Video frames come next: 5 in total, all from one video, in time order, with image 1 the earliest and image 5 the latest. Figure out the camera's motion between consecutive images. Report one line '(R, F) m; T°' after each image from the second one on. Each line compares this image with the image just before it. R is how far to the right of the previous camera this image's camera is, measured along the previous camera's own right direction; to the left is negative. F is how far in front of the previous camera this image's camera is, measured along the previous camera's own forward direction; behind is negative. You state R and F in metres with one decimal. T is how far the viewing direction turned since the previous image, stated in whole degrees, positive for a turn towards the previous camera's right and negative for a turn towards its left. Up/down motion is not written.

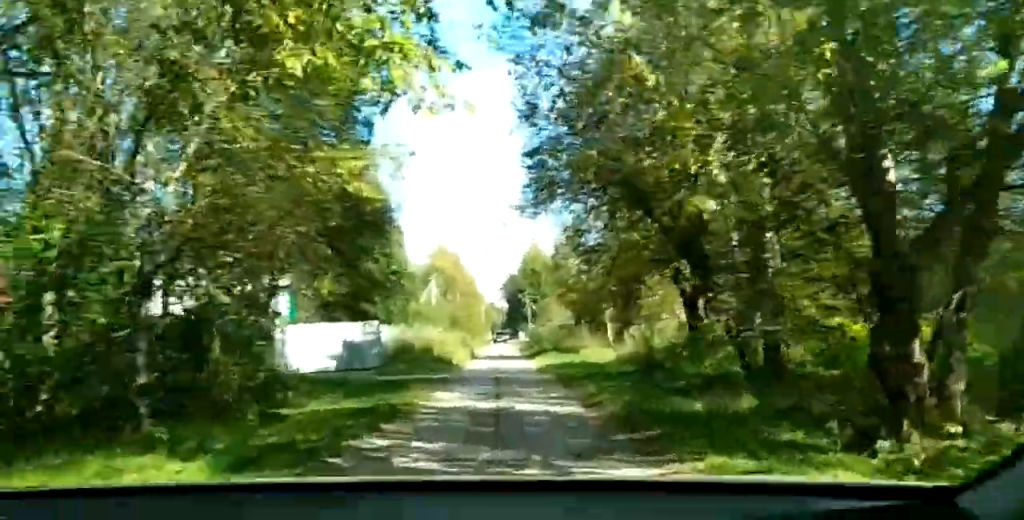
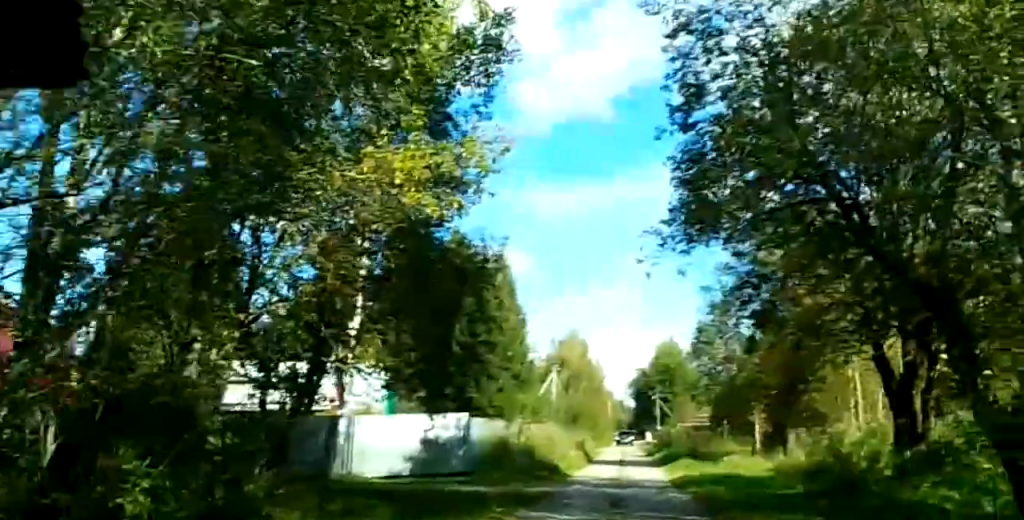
(0.0, +9.2) m; +1°
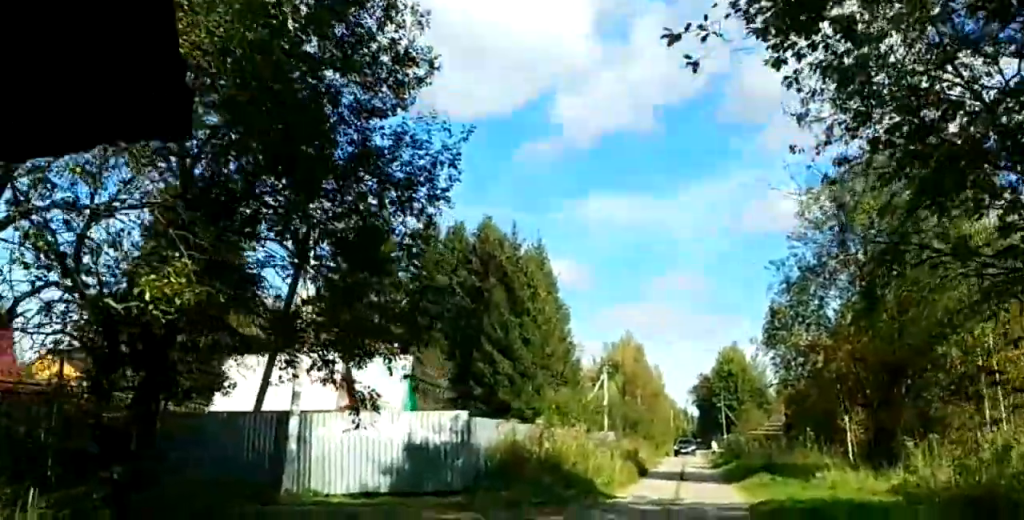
(+0.3, +9.2) m; +3°
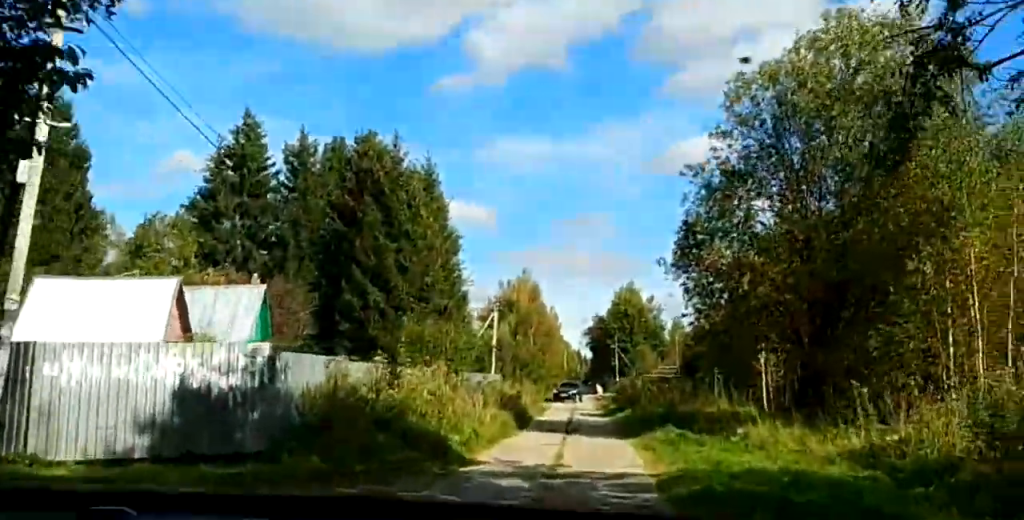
(+0.1, +6.7) m; +2°
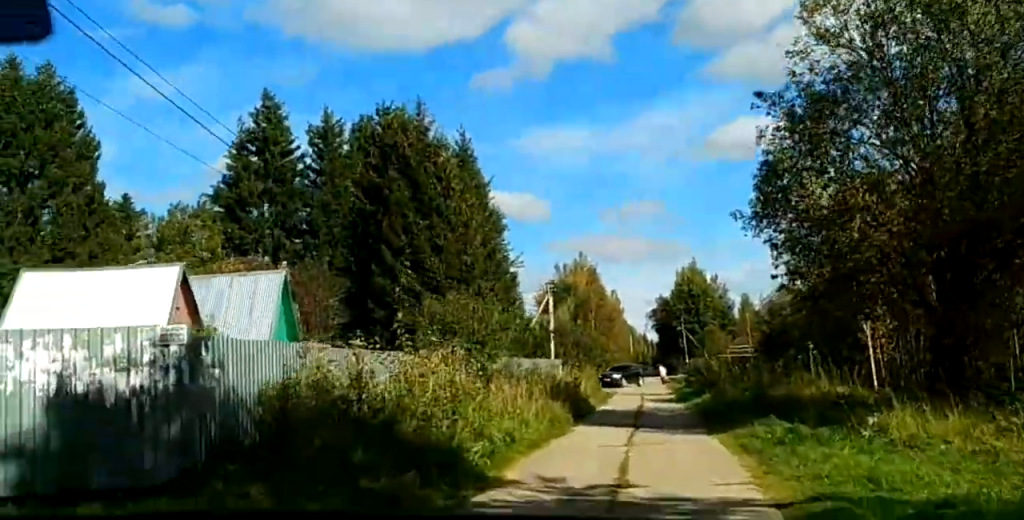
(+0.1, +5.8) m; +1°
